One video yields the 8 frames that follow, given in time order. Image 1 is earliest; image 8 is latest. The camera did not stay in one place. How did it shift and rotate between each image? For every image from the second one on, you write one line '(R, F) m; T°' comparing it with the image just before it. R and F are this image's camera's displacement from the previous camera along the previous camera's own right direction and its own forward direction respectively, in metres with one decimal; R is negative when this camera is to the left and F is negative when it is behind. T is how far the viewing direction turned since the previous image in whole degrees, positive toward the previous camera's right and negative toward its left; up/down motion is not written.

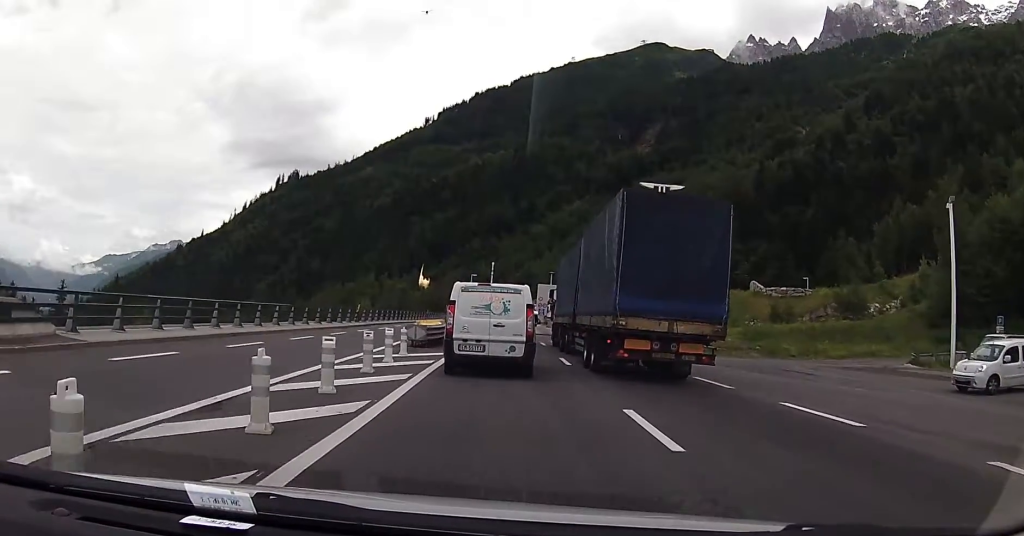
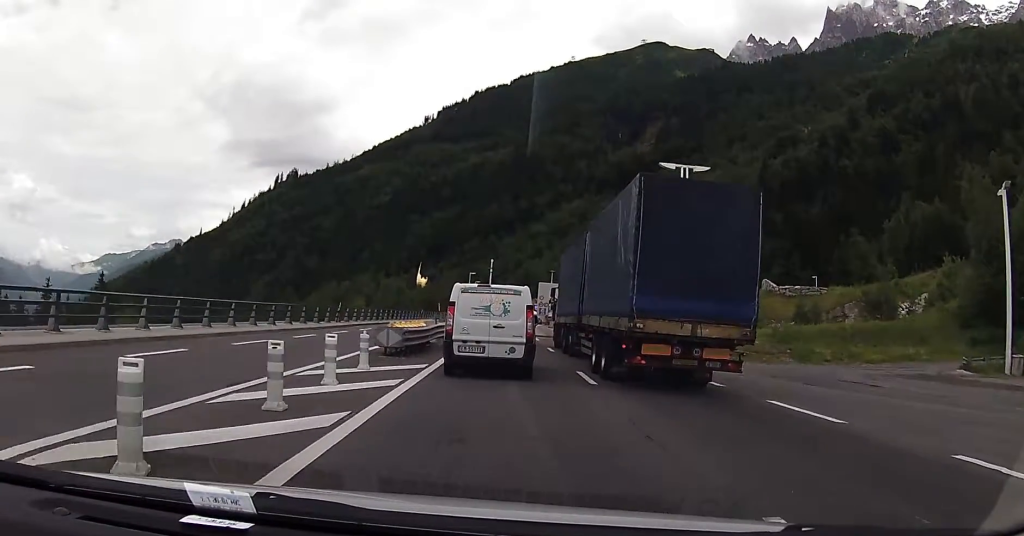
(+0.1, +5.6) m; 0°
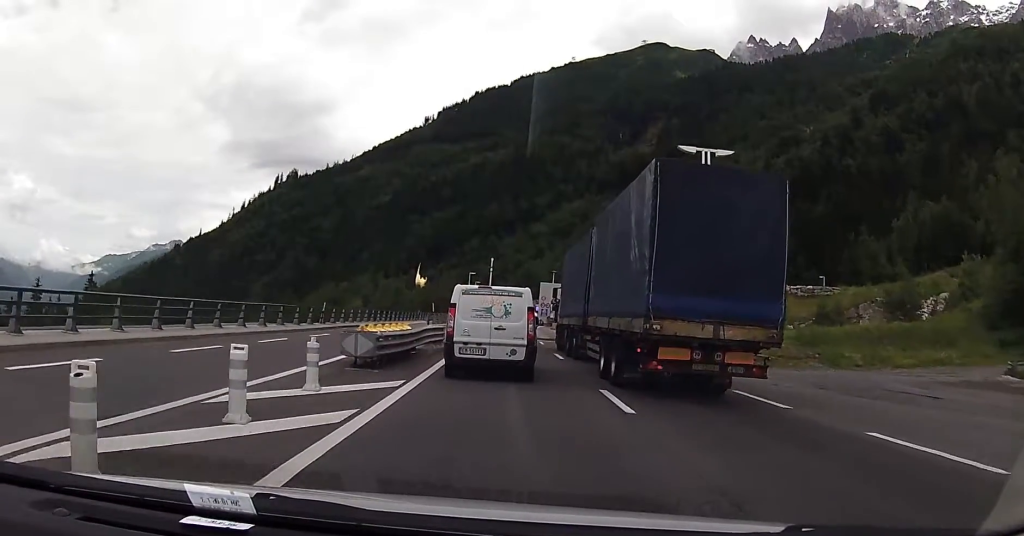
(-0.1, +4.0) m; -1°
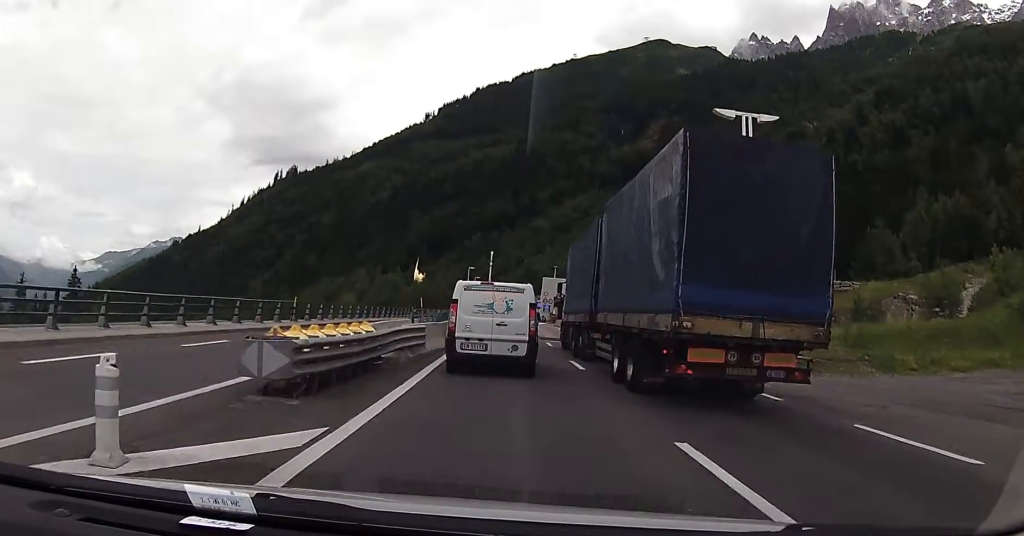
(-0.1, +6.0) m; +1°
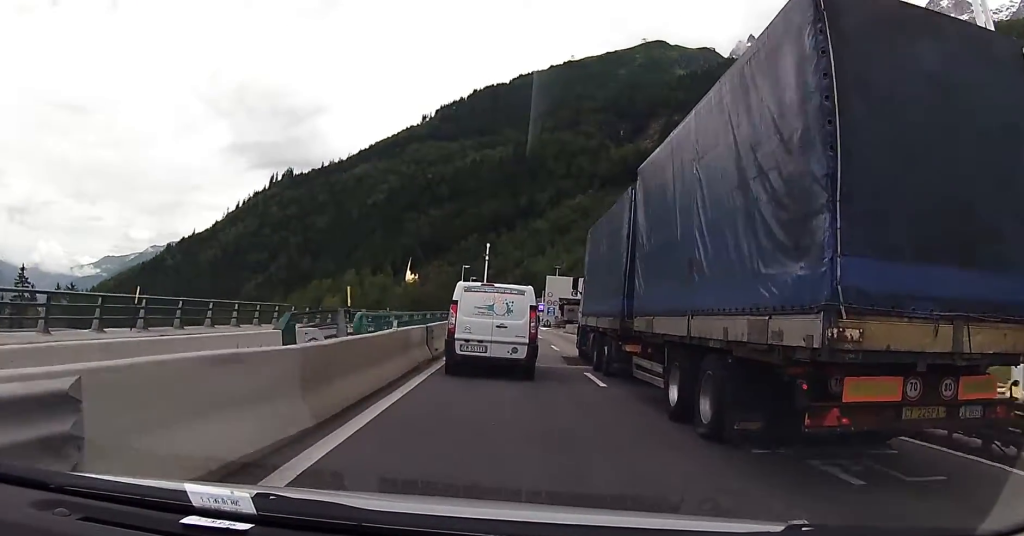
(+0.6, +15.9) m; 0°
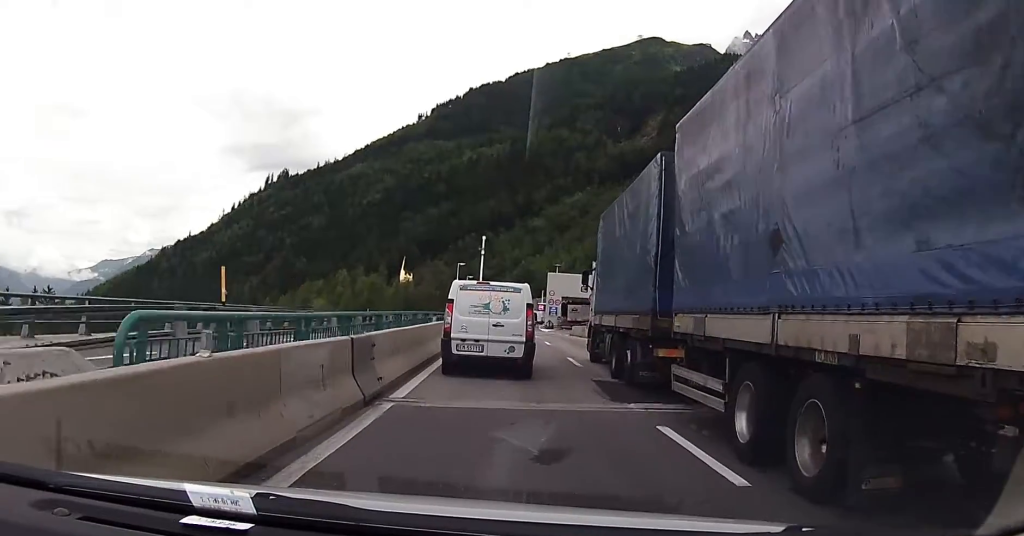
(-0.3, +8.2) m; -1°
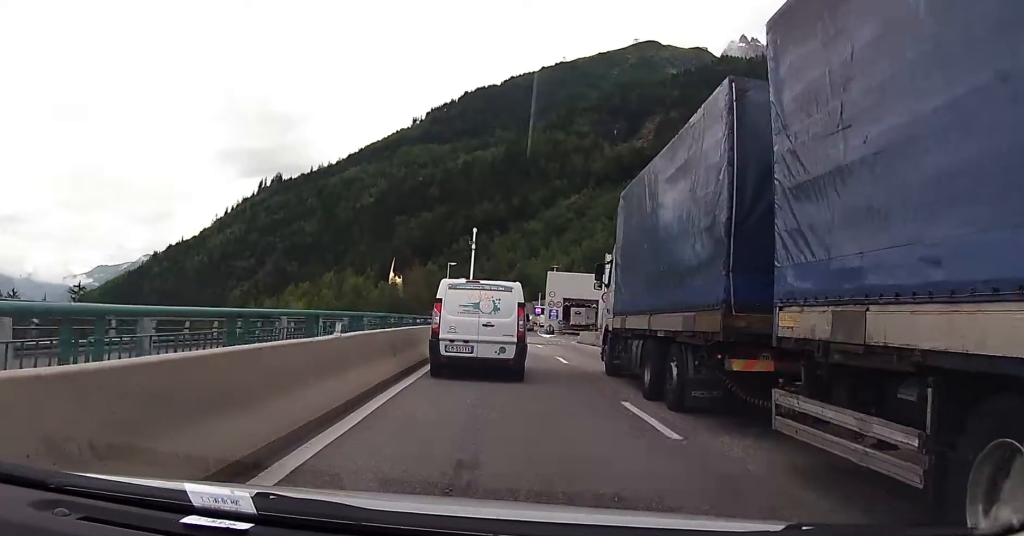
(+0.4, +10.4) m; +2°
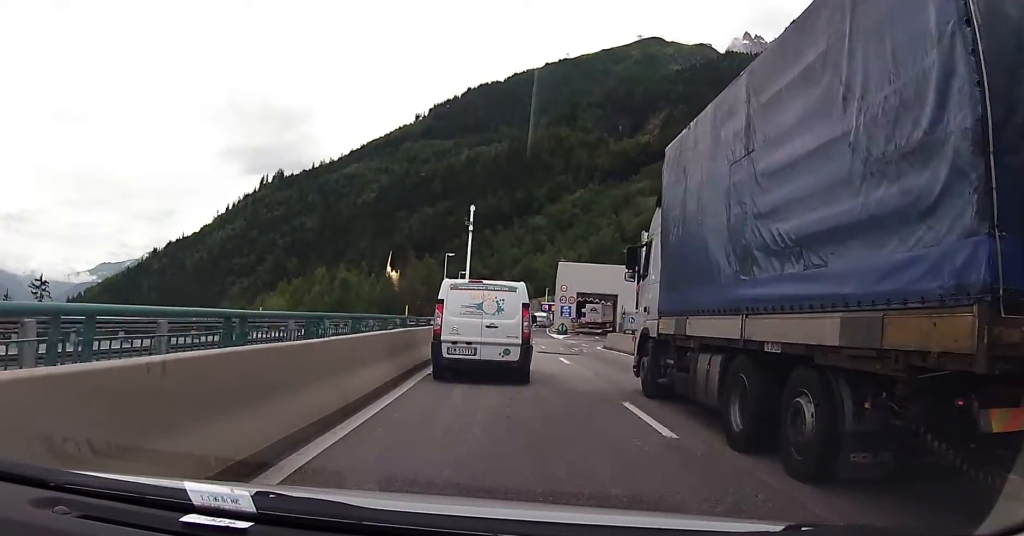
(-0.4, +12.1) m; -3°
